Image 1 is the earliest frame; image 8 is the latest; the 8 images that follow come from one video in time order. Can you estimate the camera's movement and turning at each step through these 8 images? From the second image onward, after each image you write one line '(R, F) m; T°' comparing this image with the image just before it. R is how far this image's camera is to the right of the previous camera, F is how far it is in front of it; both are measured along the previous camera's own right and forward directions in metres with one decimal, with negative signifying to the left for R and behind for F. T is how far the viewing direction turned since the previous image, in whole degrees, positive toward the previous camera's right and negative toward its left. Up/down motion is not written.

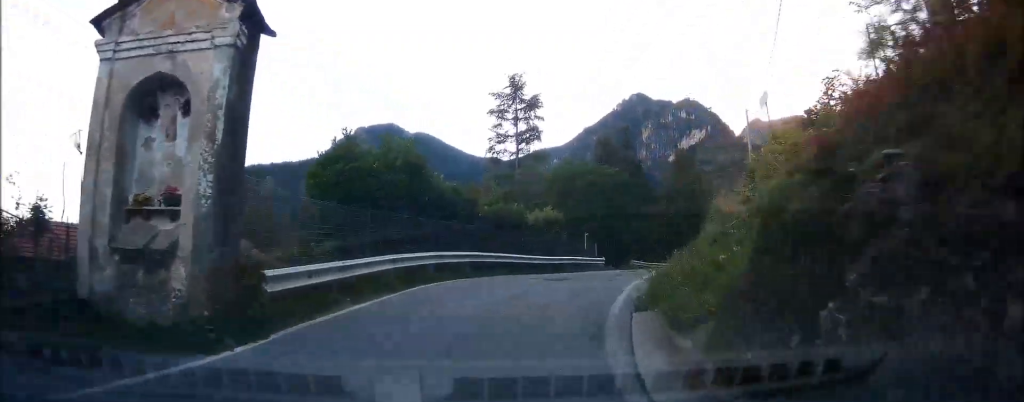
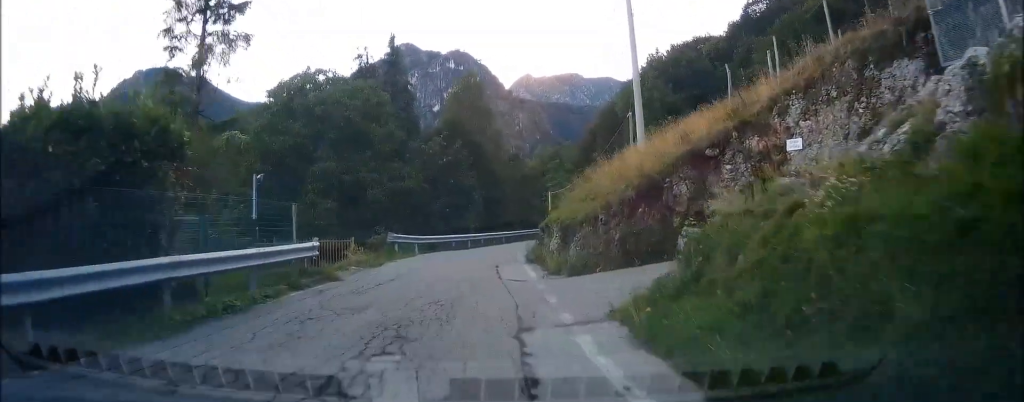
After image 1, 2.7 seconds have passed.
(+3.1, +23.2) m; +14°
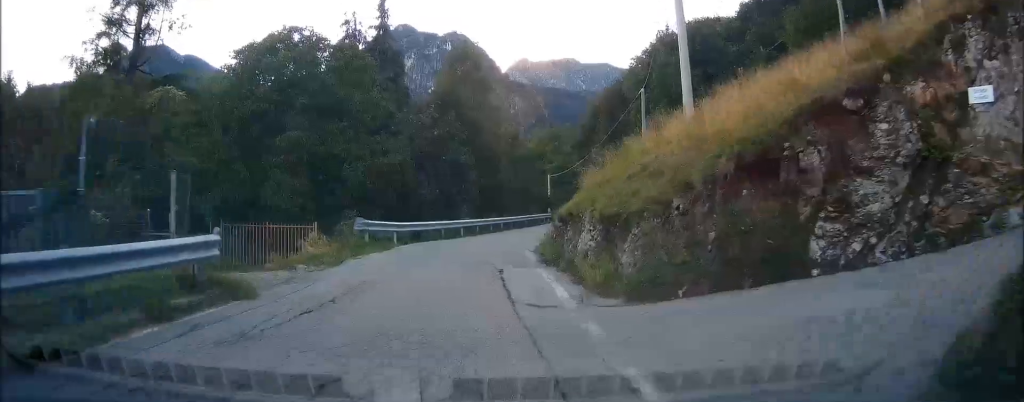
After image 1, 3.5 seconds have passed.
(+0.1, +5.6) m; +2°
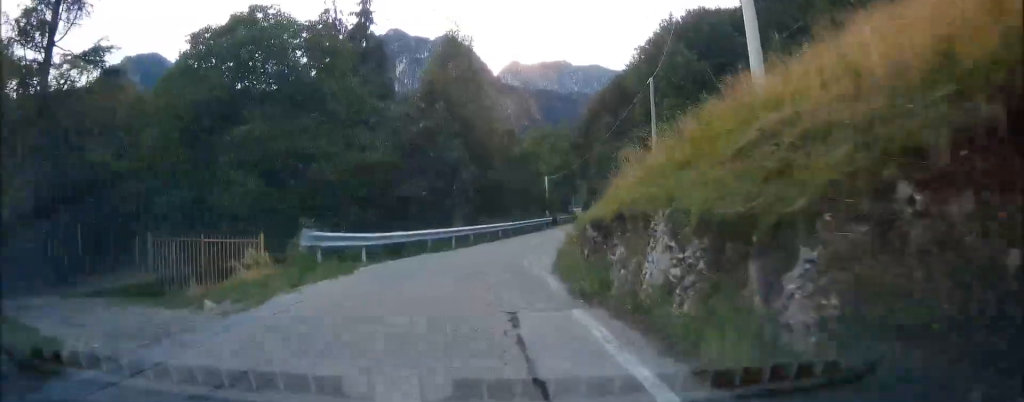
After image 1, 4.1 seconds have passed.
(+0.3, +5.1) m; 0°
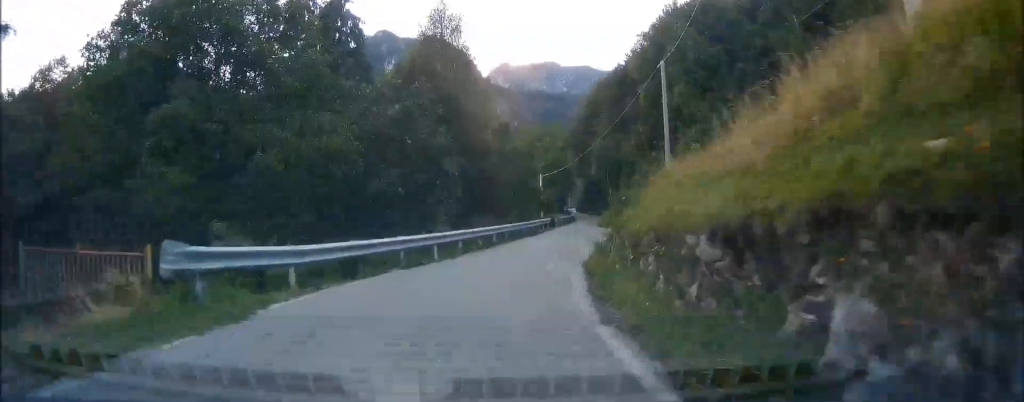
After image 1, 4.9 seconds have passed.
(-0.3, +5.8) m; 0°
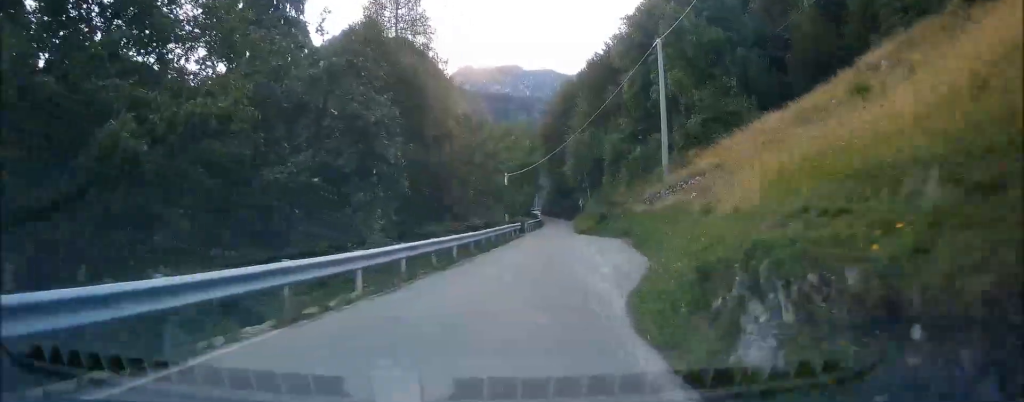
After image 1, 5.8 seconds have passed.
(+0.1, +7.5) m; +4°
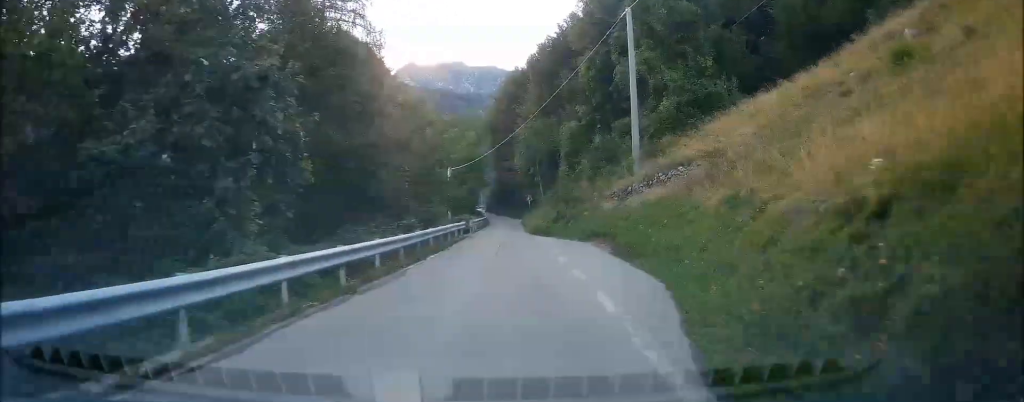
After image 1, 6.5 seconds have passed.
(+0.2, +5.5) m; +5°
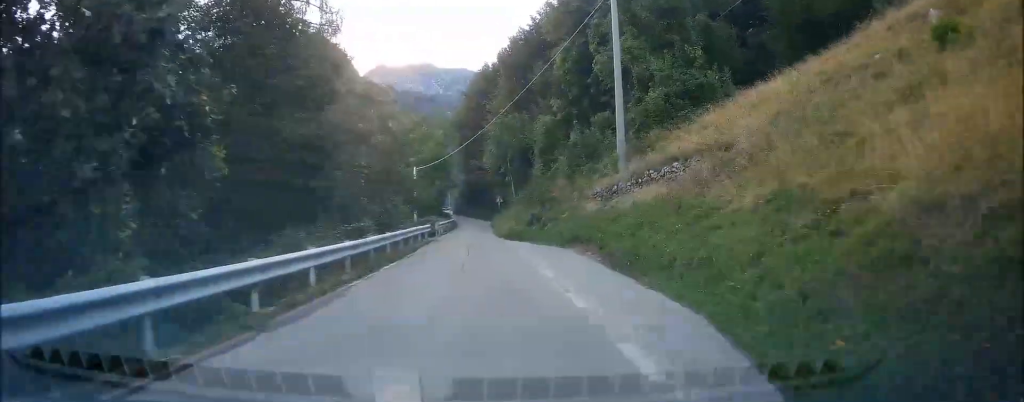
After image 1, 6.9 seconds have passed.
(+0.1, +3.4) m; +2°
